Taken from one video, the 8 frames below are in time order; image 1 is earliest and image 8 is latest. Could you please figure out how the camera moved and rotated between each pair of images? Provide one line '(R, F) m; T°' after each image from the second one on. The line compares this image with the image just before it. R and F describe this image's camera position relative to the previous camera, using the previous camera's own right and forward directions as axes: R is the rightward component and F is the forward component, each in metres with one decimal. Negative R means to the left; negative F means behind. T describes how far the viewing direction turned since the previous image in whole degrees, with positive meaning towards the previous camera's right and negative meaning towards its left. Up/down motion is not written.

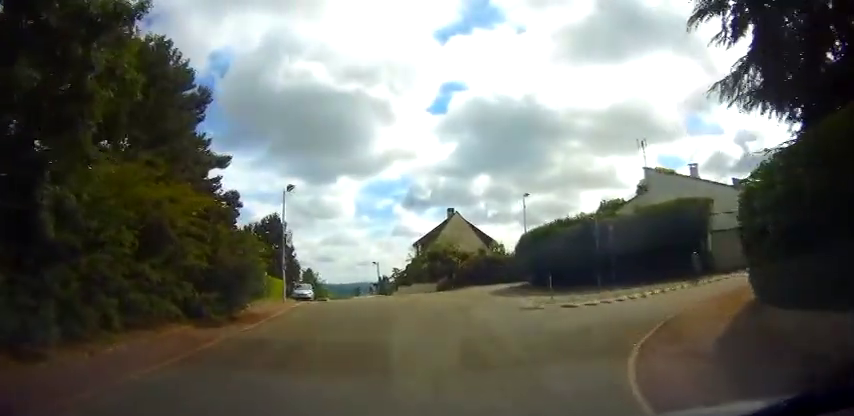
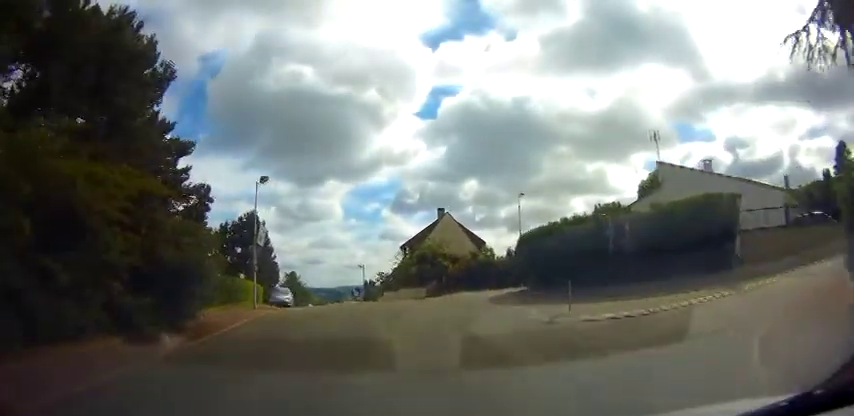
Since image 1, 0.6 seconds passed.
(0.0, +3.2) m; 0°
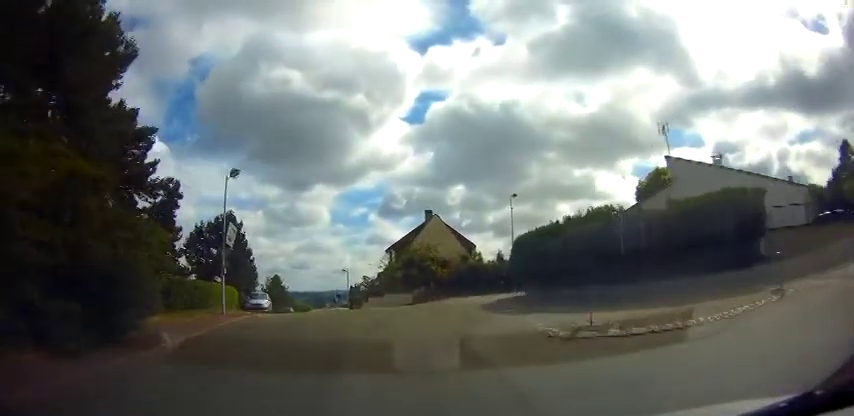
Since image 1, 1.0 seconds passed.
(0.0, +2.6) m; 0°
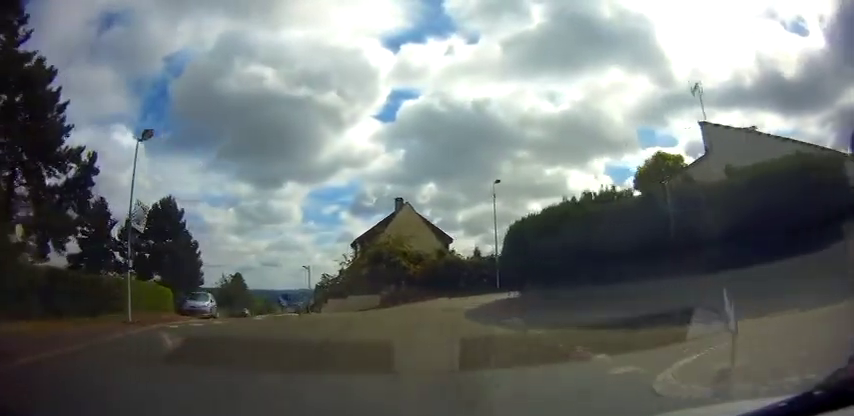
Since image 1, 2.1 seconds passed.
(0.0, +5.9) m; +1°
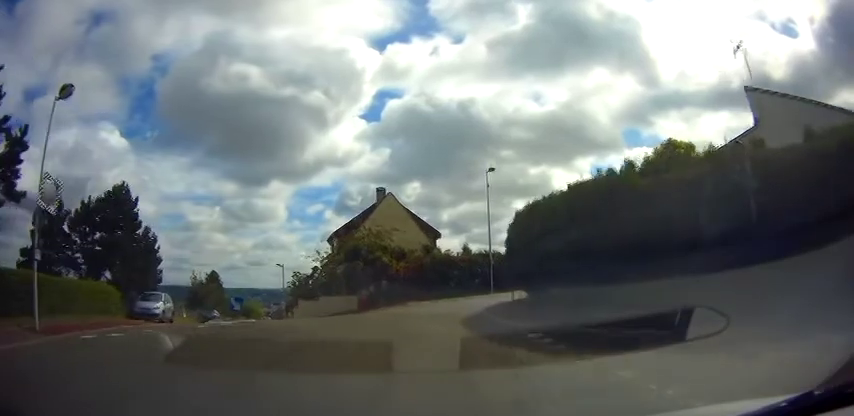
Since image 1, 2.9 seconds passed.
(+0.1, +4.3) m; +1°
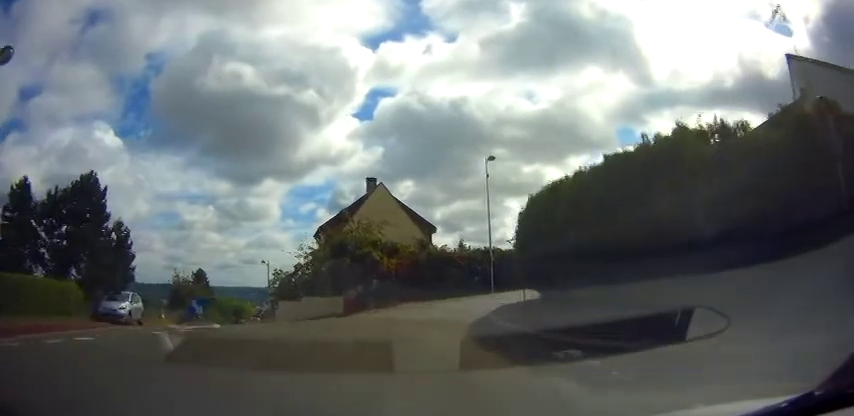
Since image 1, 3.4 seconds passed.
(0.0, +2.8) m; +1°
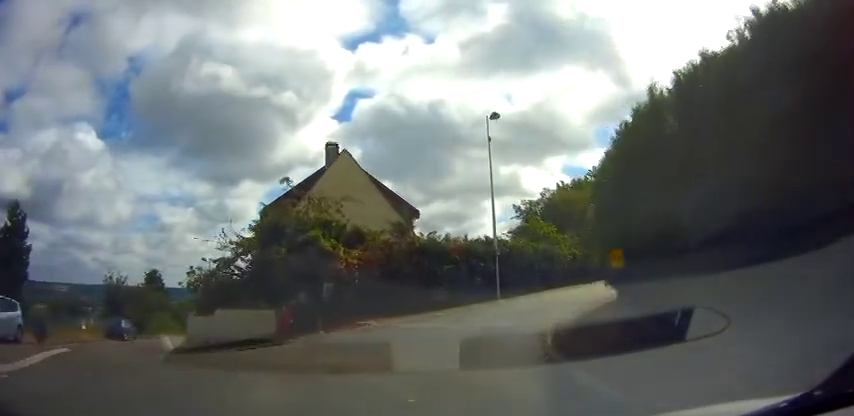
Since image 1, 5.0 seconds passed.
(+0.5, +9.2) m; +6°
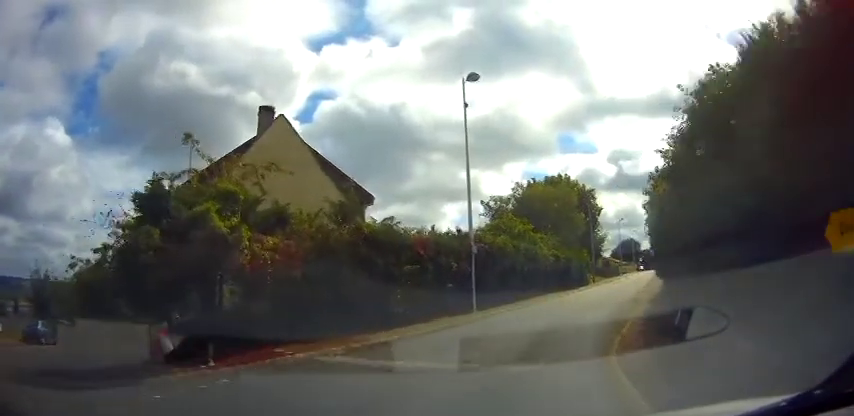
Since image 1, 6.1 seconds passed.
(+0.1, +5.8) m; +5°
